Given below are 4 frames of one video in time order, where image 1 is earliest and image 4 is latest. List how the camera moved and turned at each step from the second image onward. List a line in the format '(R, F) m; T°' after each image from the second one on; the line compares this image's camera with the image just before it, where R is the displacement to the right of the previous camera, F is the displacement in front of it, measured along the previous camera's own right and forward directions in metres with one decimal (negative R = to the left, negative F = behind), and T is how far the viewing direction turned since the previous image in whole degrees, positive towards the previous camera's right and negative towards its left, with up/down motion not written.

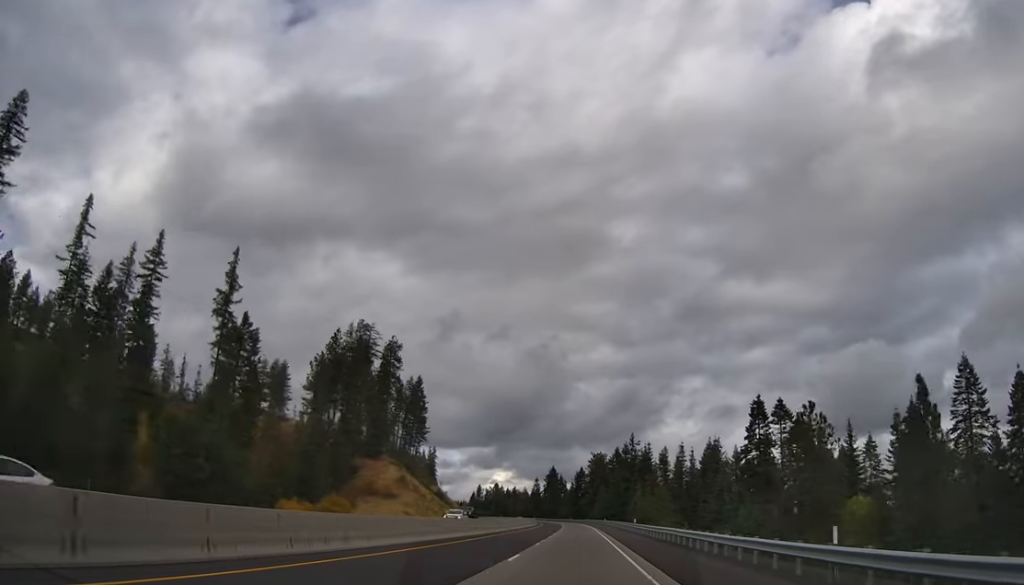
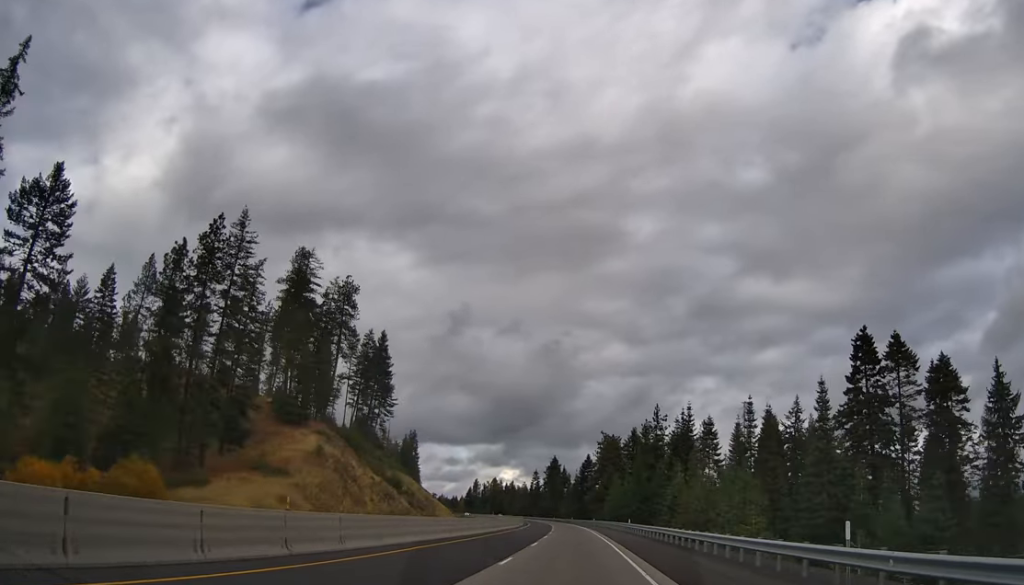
(+1.1, +50.2) m; +1°
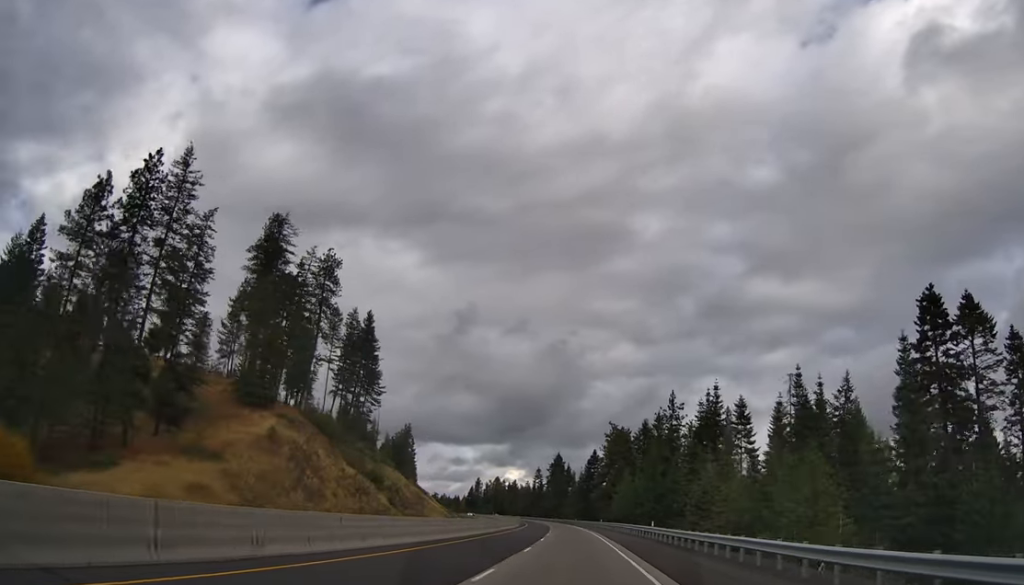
(+0.1, +17.0) m; 0°
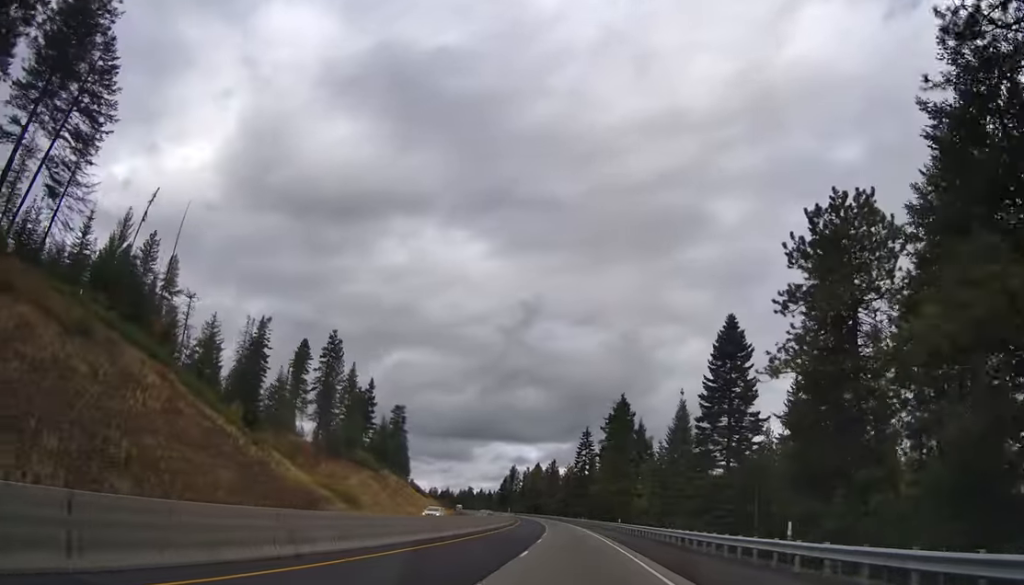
(-4.7, +125.7) m; -5°
